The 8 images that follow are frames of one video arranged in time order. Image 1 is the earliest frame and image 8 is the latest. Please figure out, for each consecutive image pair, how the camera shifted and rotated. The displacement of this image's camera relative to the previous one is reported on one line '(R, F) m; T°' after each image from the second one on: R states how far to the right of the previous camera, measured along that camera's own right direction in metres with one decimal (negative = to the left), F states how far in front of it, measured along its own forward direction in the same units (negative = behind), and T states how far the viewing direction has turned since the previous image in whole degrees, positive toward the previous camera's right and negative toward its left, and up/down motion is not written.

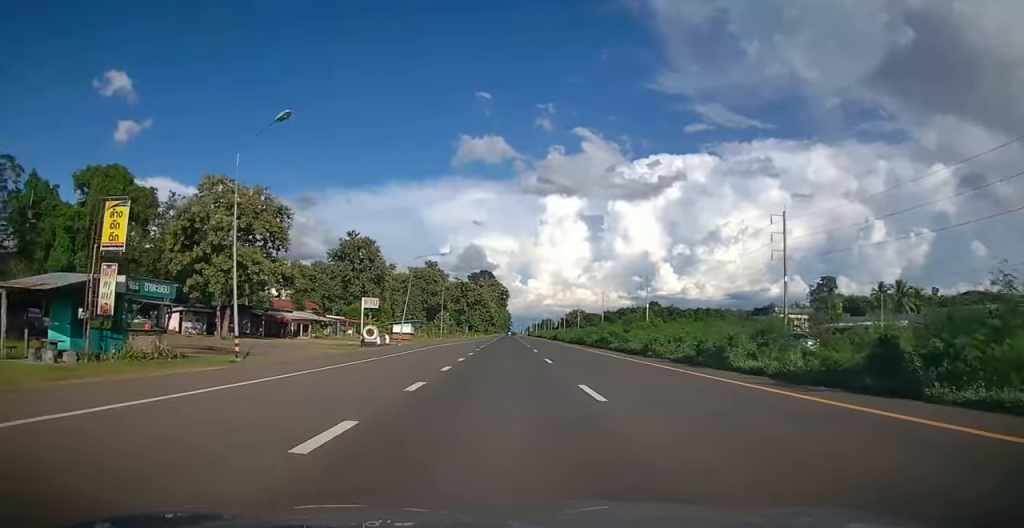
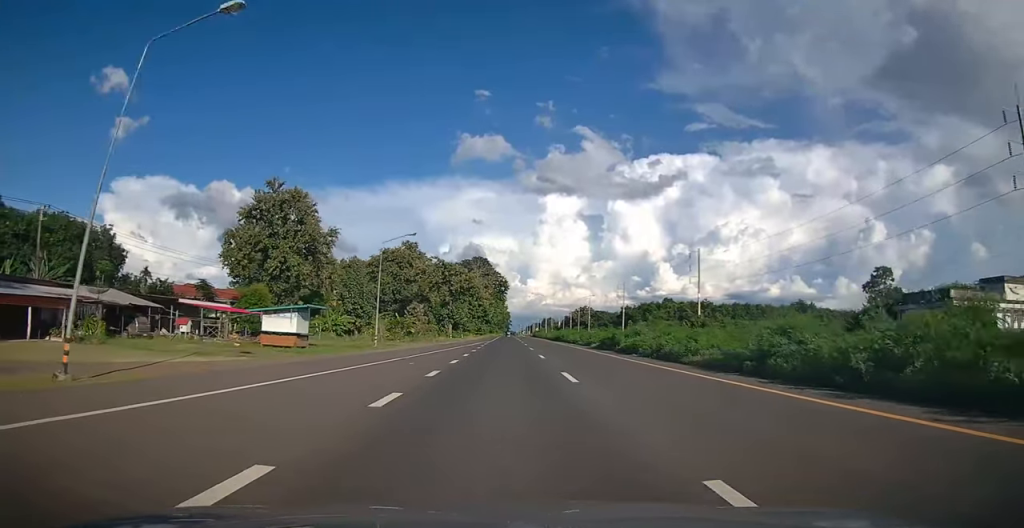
(0.0, +44.4) m; 0°
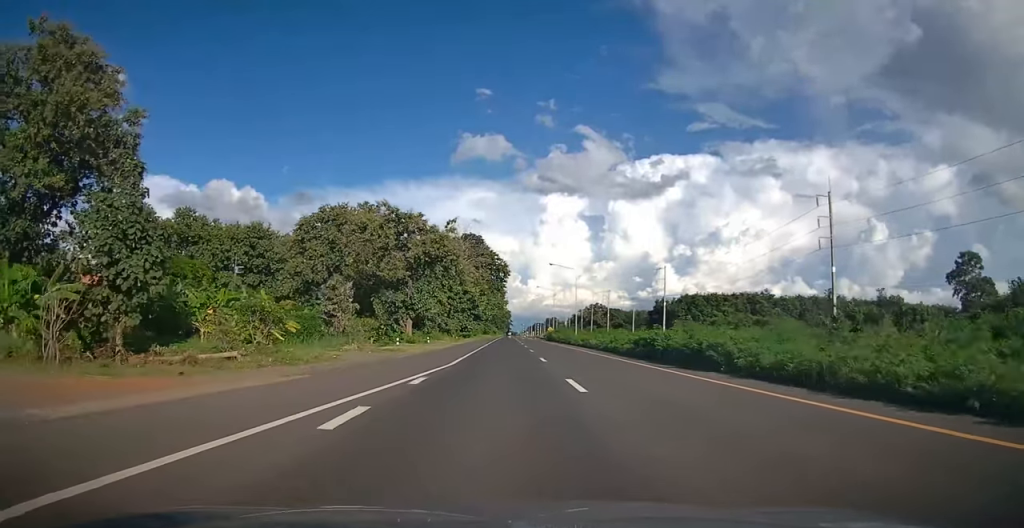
(+0.1, +50.0) m; 0°
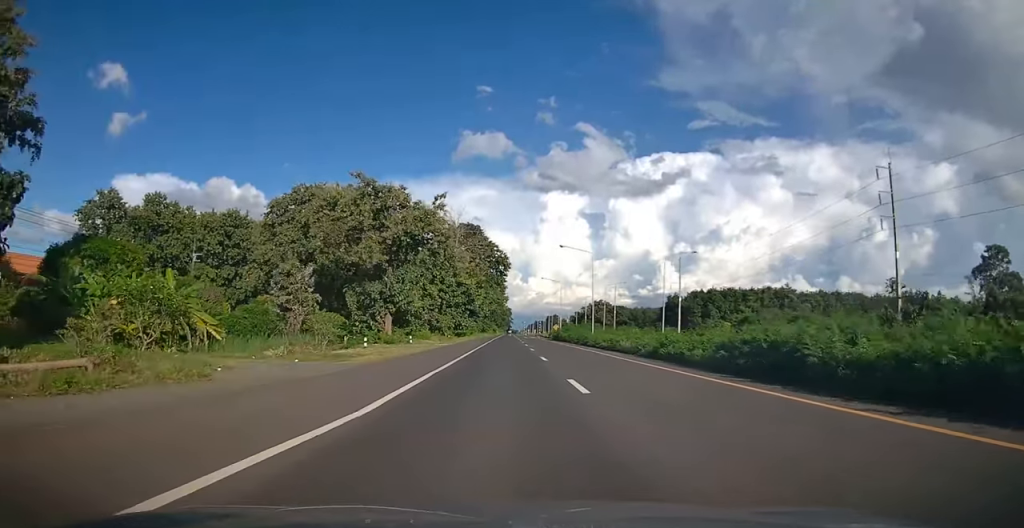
(0.0, +12.6) m; 0°
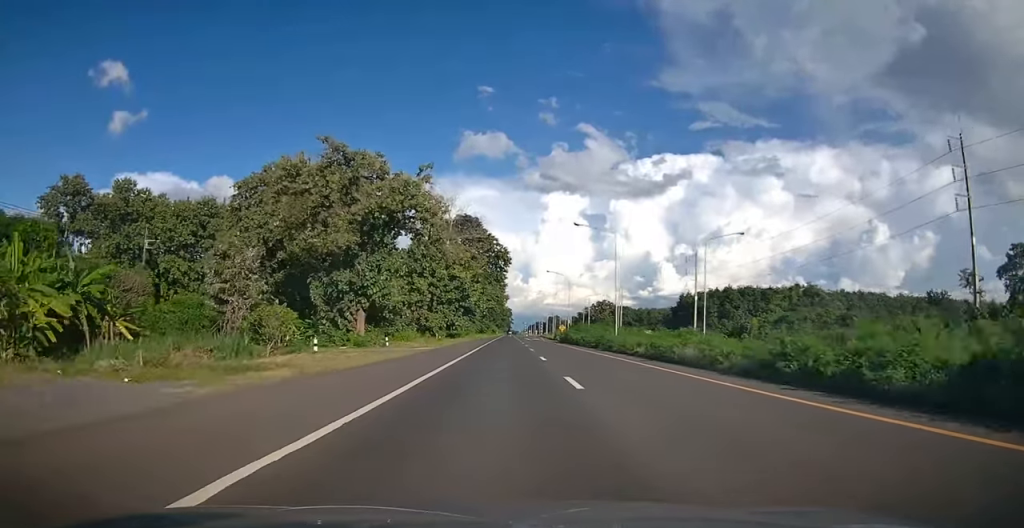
(0.0, +11.2) m; 0°
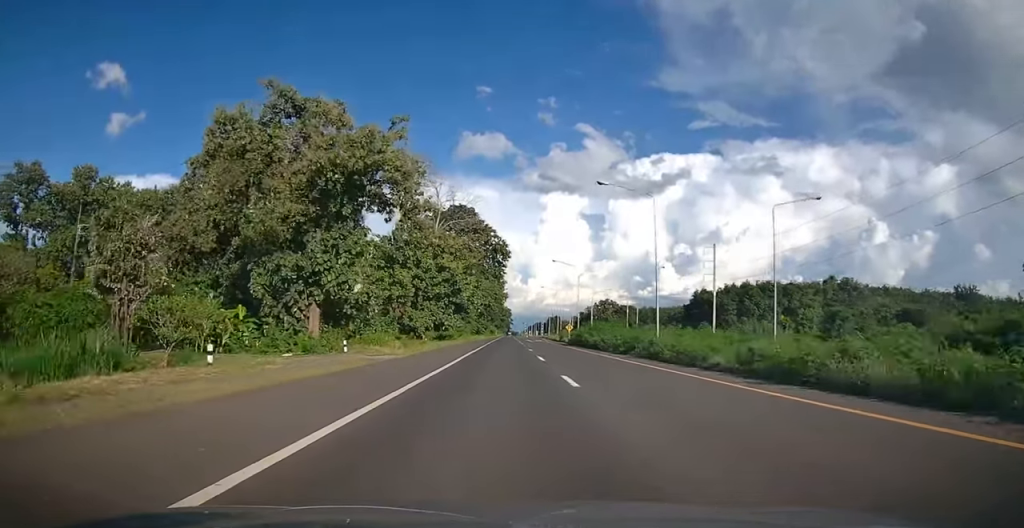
(0.0, +11.6) m; 0°
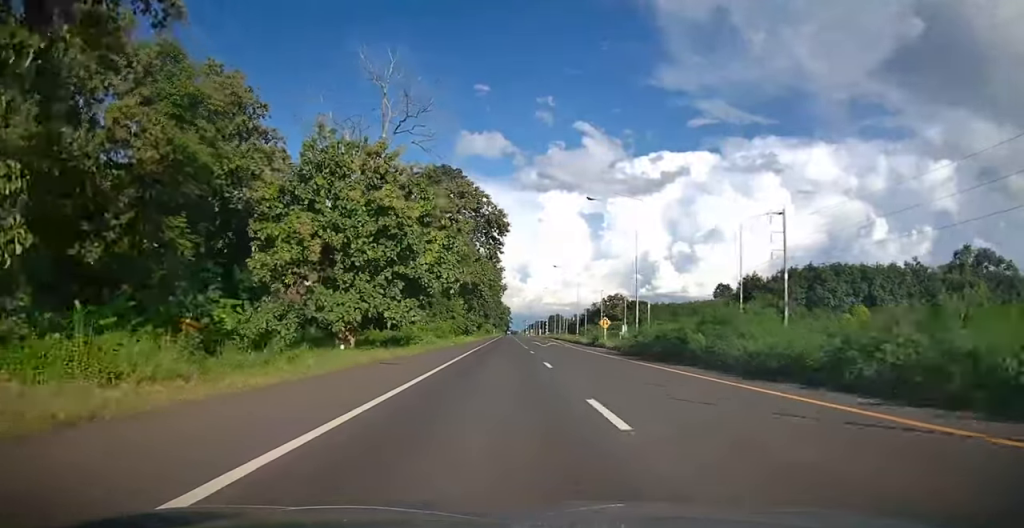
(0.0, +29.7) m; 0°
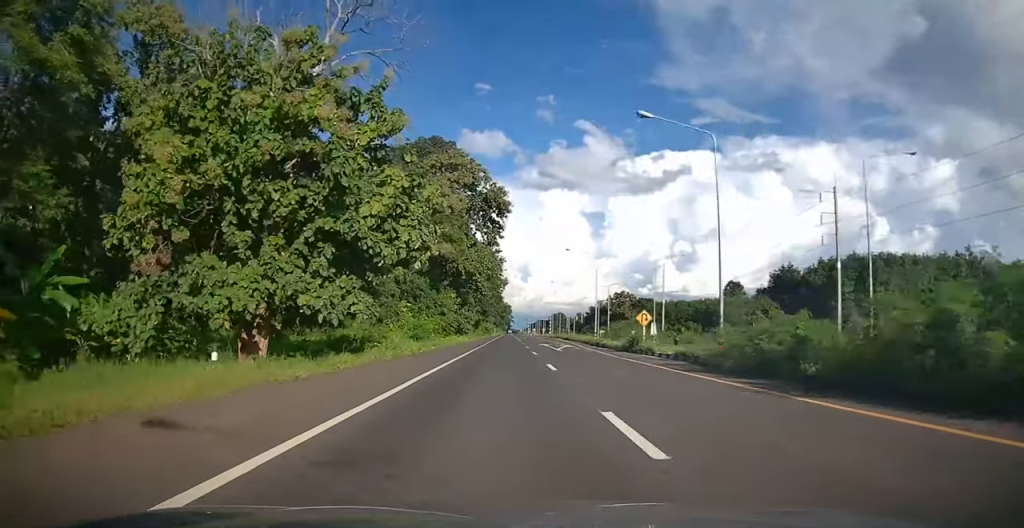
(+0.1, +14.1) m; 0°
